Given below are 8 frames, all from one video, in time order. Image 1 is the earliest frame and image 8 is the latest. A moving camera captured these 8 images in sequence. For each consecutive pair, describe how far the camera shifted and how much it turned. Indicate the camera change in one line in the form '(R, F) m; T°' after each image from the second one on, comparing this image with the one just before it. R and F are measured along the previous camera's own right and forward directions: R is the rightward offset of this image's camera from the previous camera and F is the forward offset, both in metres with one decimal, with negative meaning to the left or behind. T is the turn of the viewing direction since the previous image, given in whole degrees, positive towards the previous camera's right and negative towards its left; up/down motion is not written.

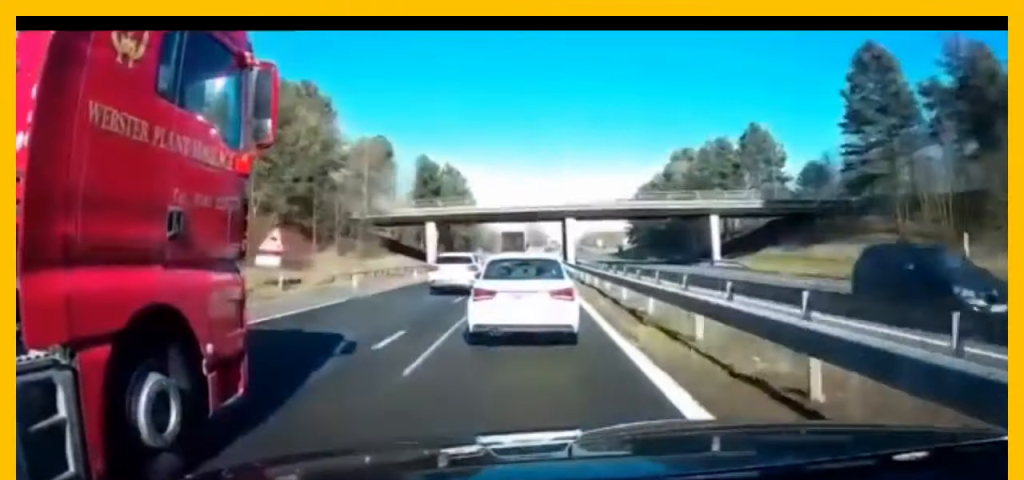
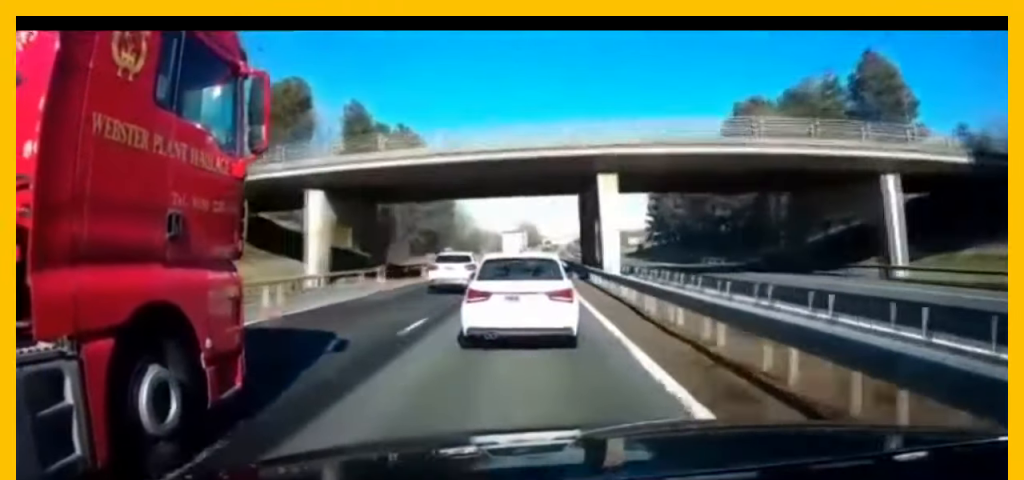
(+0.5, +32.4) m; 0°
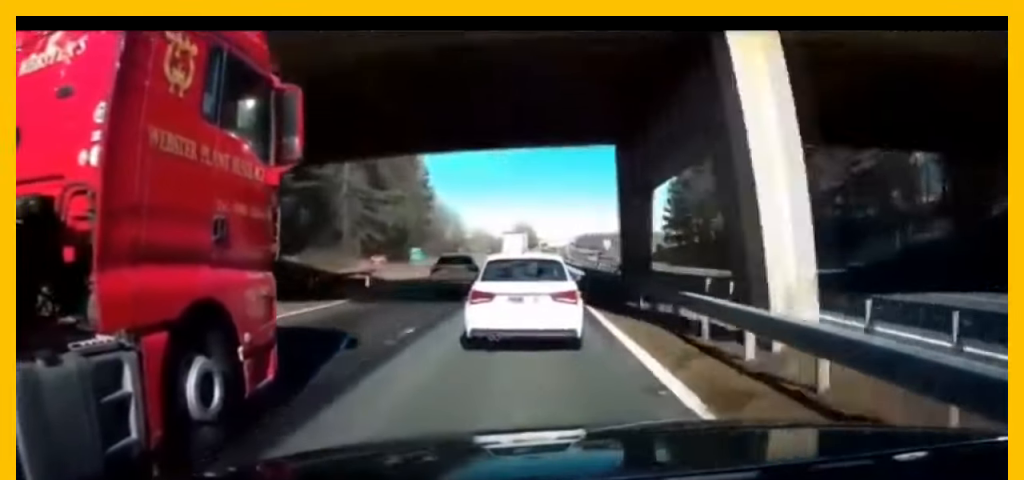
(-0.5, +19.6) m; 0°
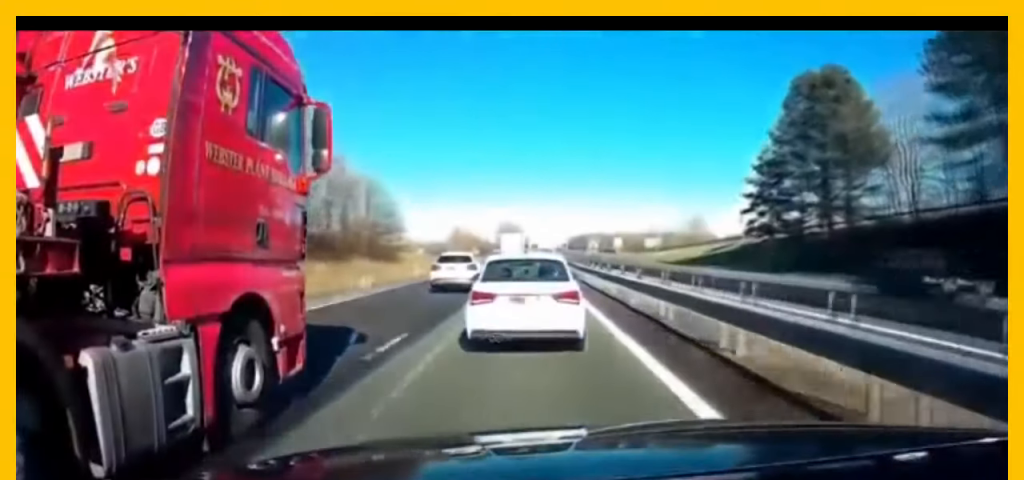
(+1.2, +45.6) m; +3°
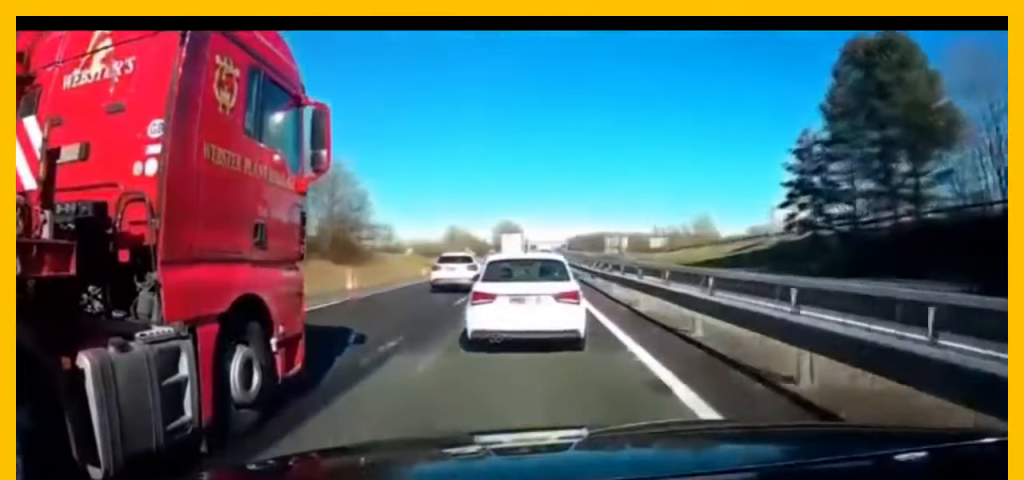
(+0.1, +9.9) m; 0°
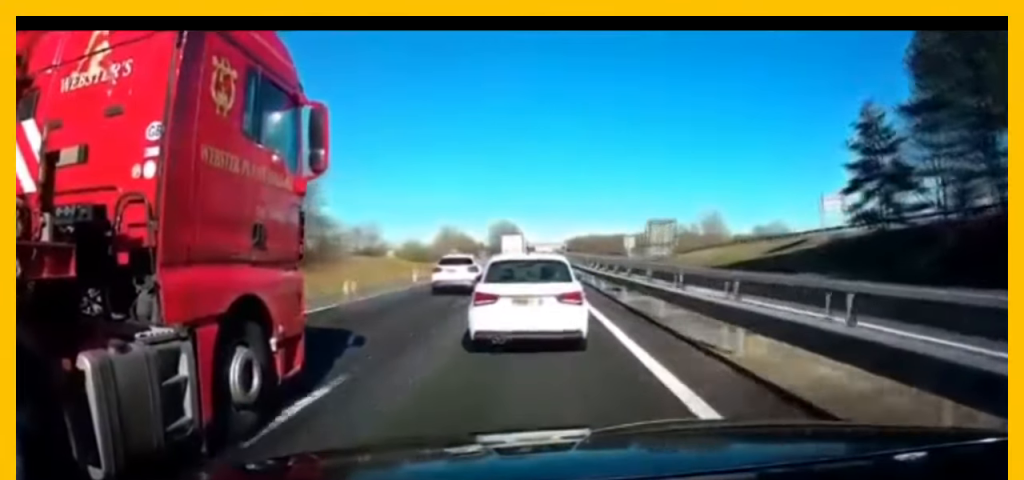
(+0.2, +12.0) m; 0°
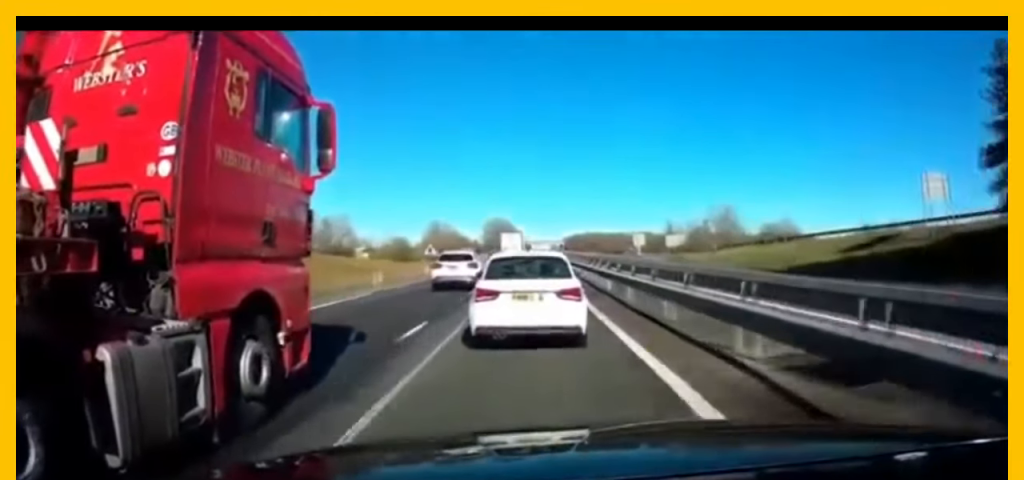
(-0.2, +15.4) m; 0°
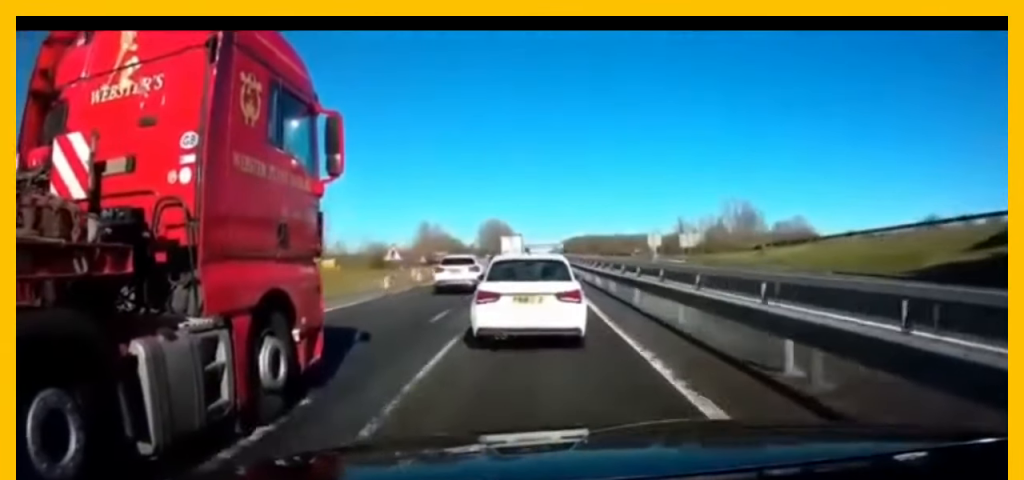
(0.0, +16.0) m; +1°
